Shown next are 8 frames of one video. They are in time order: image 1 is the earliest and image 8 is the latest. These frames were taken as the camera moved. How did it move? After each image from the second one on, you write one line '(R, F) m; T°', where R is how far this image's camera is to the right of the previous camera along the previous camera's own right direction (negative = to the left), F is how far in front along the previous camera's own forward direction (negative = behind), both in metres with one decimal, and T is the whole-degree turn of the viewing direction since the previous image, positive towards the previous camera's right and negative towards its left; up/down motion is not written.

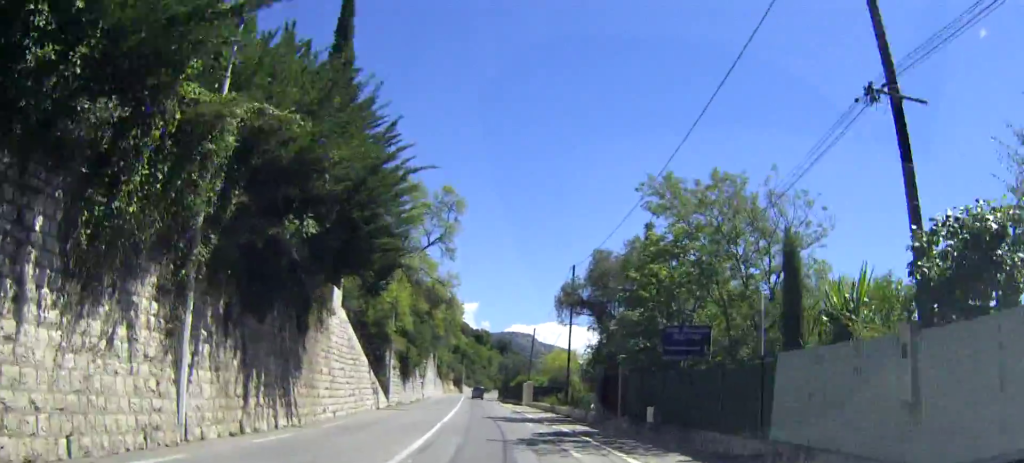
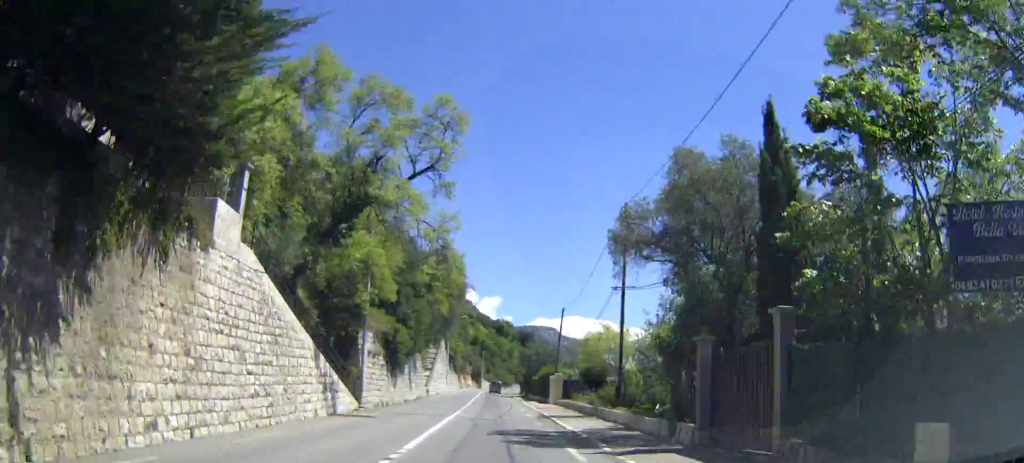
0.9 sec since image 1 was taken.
(-0.4, +14.0) m; -2°
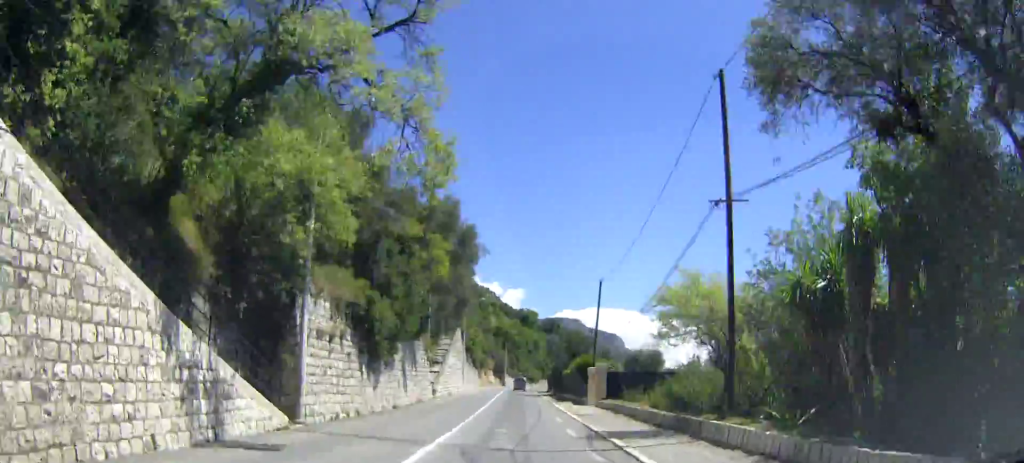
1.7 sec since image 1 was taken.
(-0.2, +12.7) m; -1°
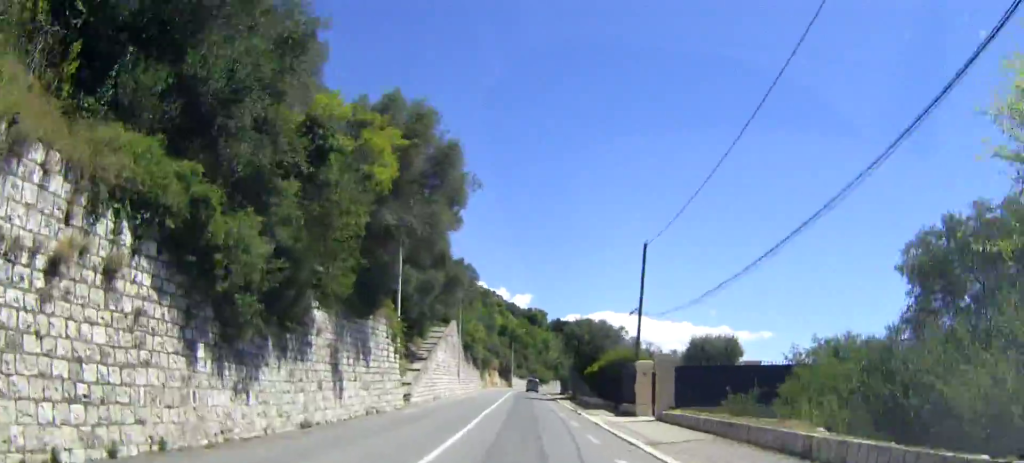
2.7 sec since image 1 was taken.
(0.0, +16.2) m; 0°
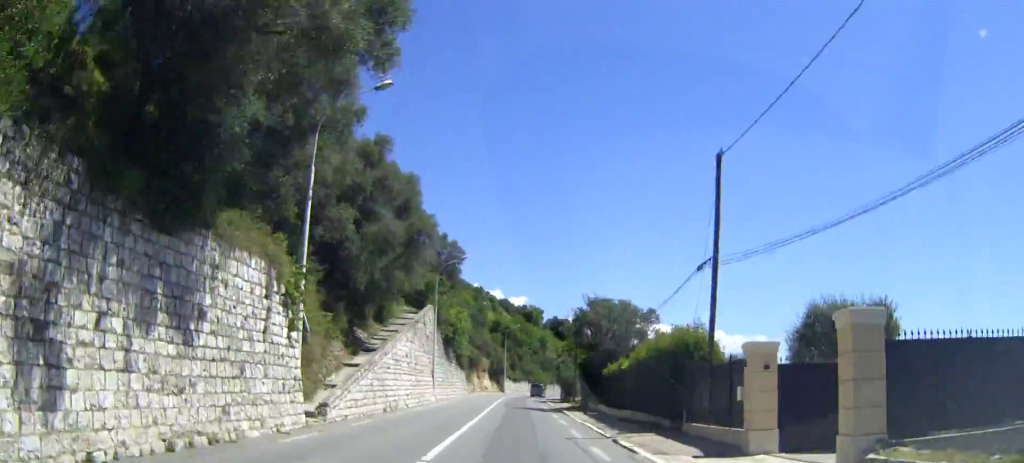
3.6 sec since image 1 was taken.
(0.0, +15.4) m; 0°
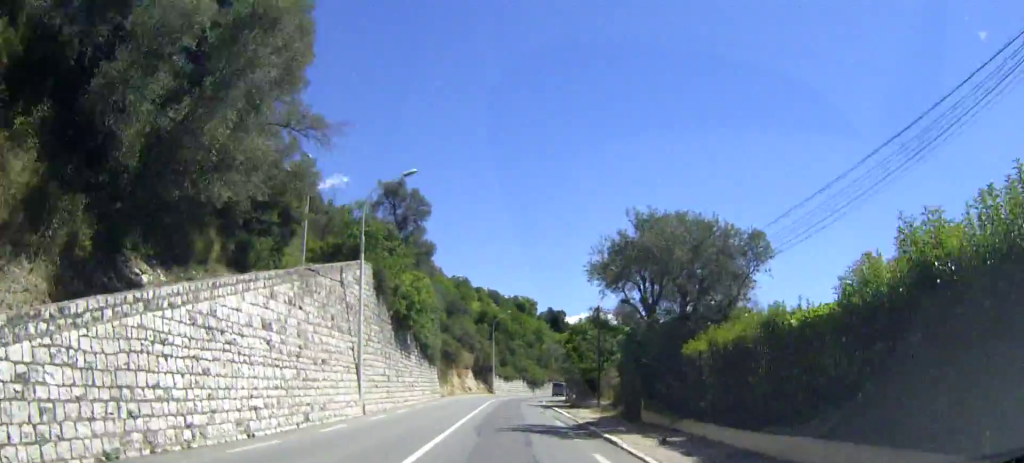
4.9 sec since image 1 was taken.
(0.0, +21.8) m; 0°
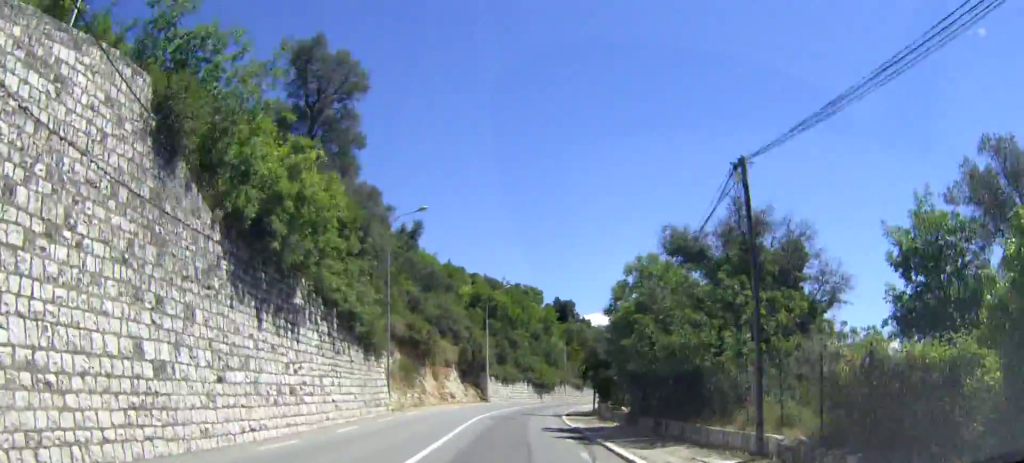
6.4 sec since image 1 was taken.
(0.0, +24.3) m; 0°
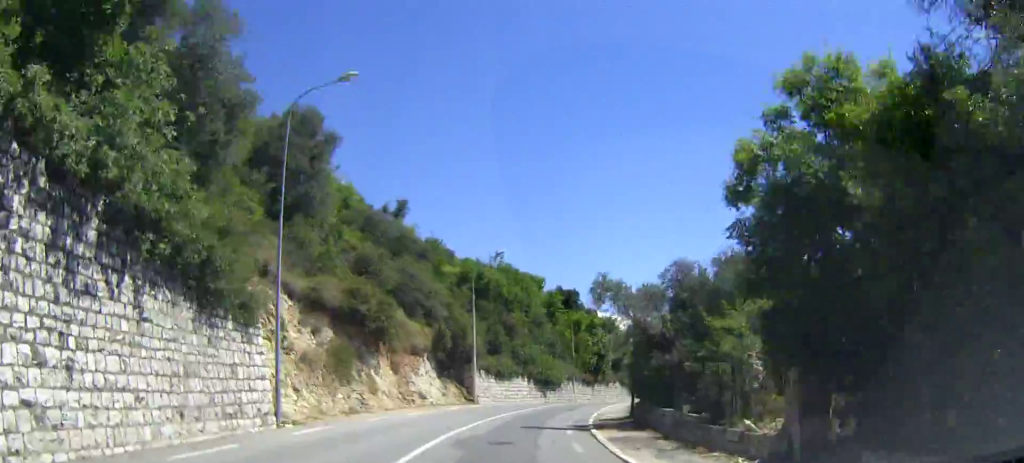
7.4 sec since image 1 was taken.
(+0.1, +17.0) m; +1°
